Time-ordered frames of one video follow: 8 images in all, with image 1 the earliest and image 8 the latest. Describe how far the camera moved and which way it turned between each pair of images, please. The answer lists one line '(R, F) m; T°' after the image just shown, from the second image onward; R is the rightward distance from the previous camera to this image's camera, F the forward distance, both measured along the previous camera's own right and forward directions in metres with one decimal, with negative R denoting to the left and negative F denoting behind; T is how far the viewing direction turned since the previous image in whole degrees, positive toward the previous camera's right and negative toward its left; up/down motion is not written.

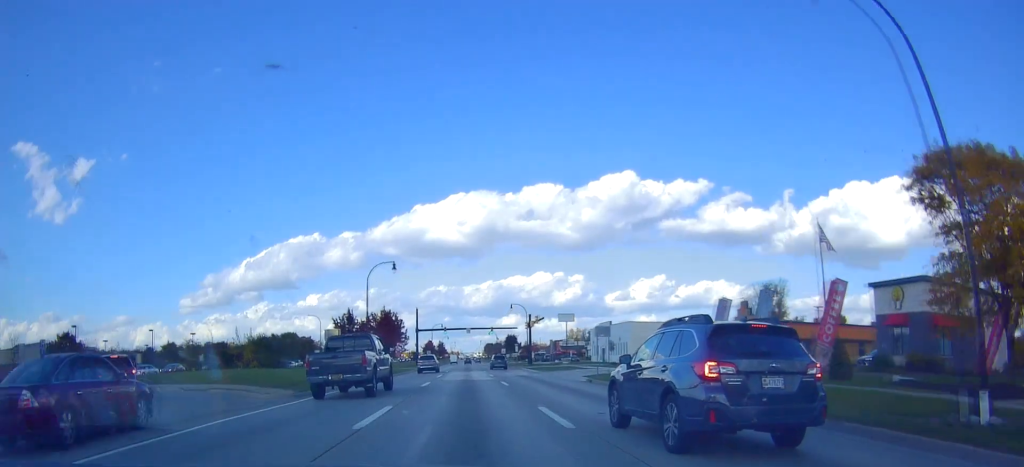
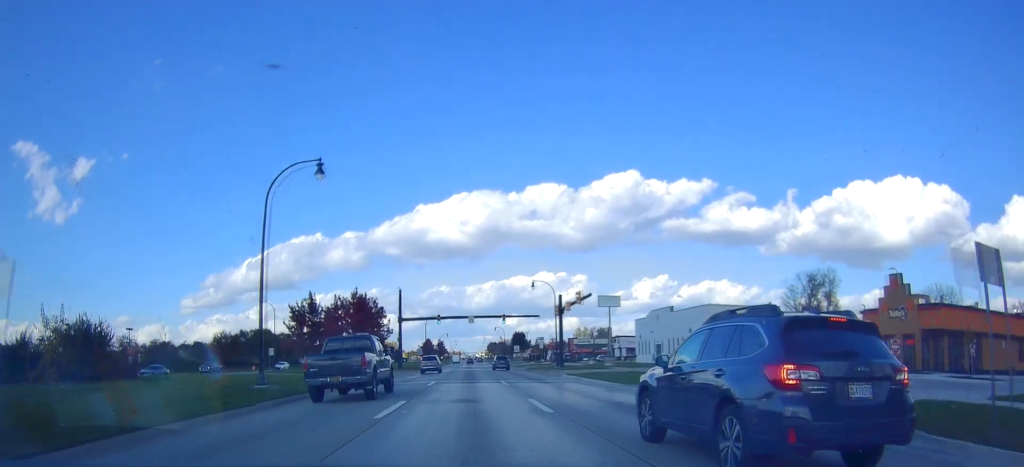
(+0.4, +26.6) m; 0°
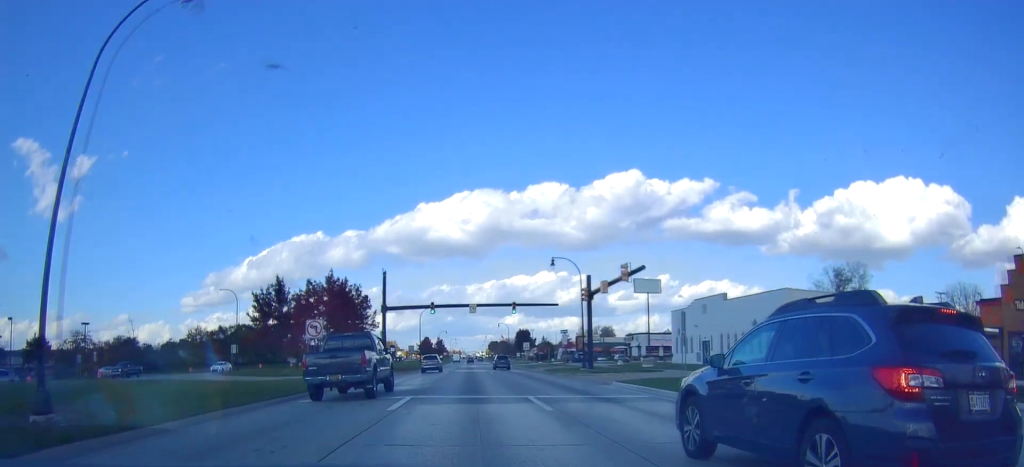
(-0.3, +13.9) m; 0°
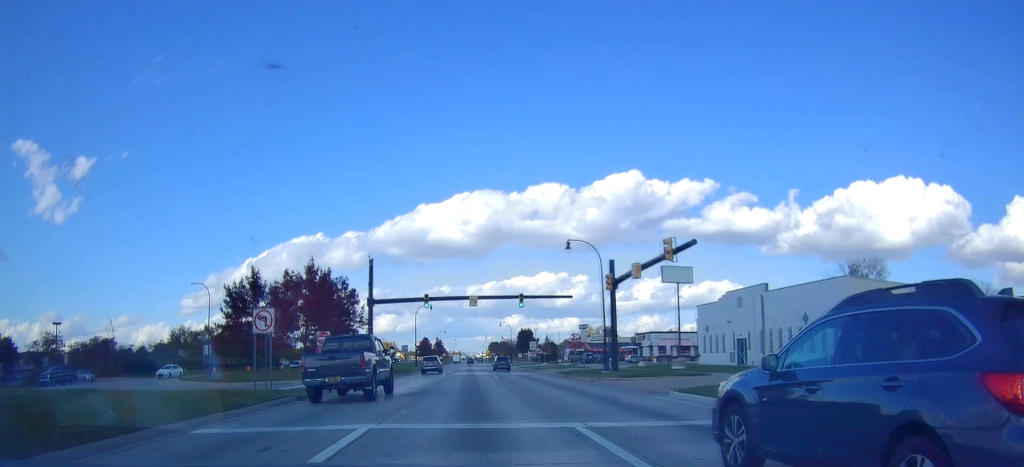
(0.0, +7.6) m; 0°
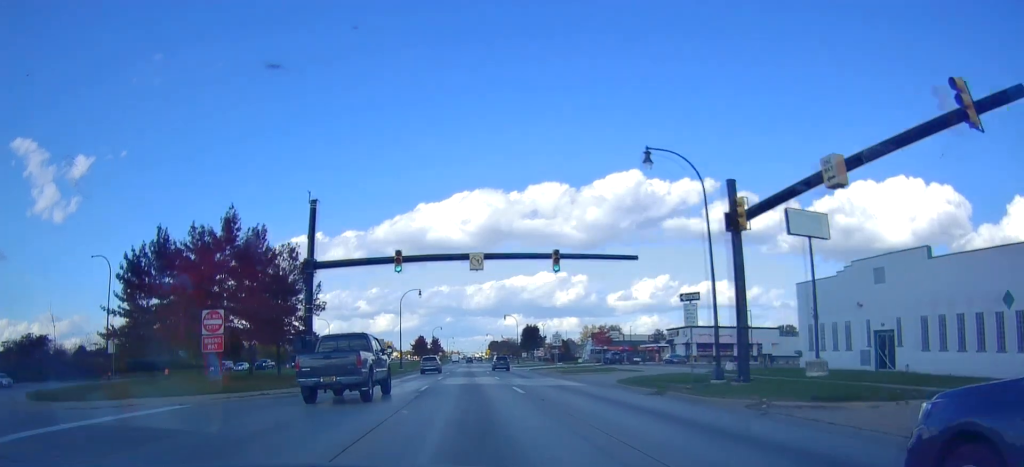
(+0.2, +18.6) m; -1°
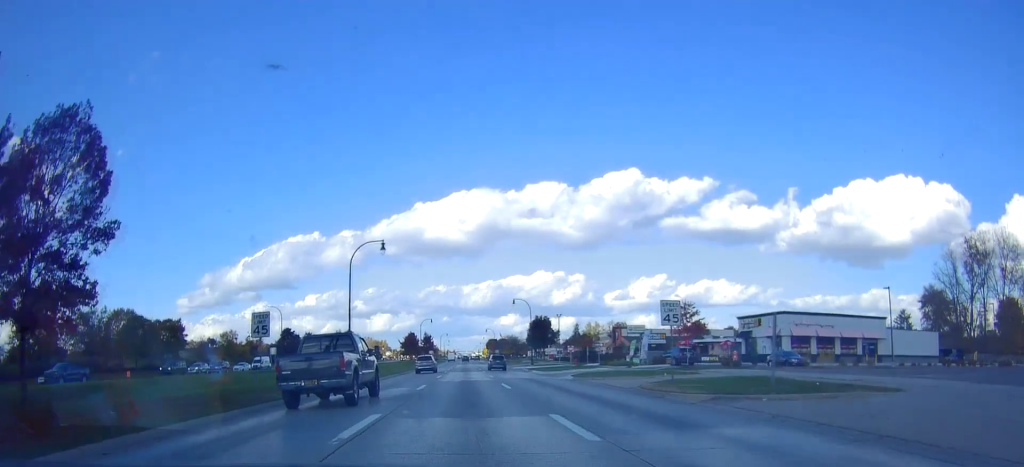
(-0.2, +28.2) m; +1°
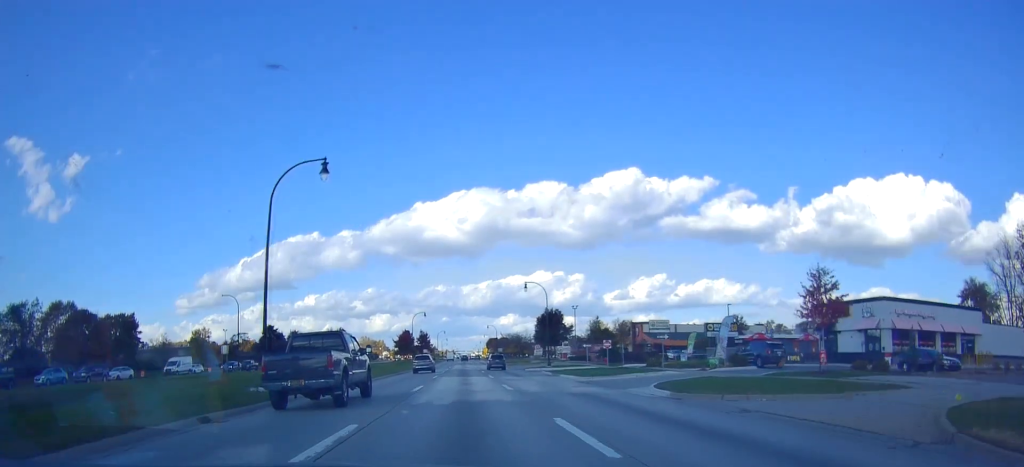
(+0.3, +17.3) m; 0°
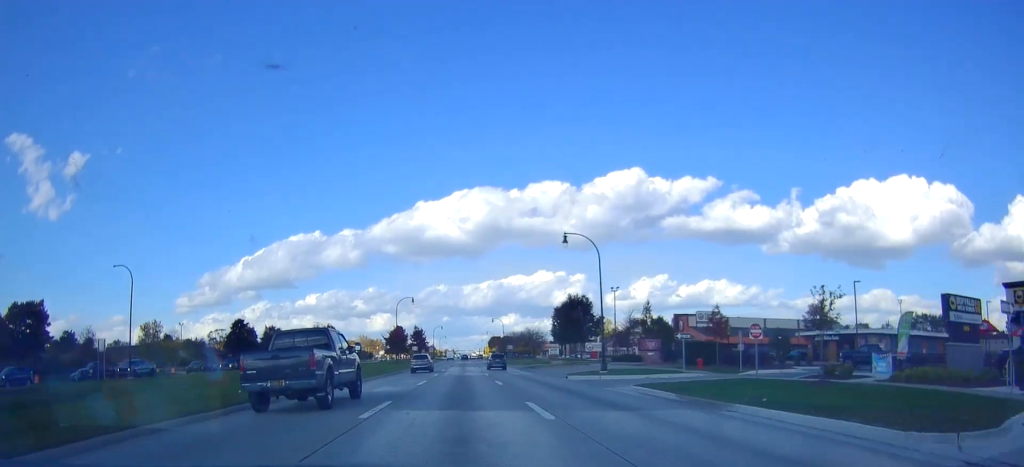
(-0.3, +25.4) m; -1°
